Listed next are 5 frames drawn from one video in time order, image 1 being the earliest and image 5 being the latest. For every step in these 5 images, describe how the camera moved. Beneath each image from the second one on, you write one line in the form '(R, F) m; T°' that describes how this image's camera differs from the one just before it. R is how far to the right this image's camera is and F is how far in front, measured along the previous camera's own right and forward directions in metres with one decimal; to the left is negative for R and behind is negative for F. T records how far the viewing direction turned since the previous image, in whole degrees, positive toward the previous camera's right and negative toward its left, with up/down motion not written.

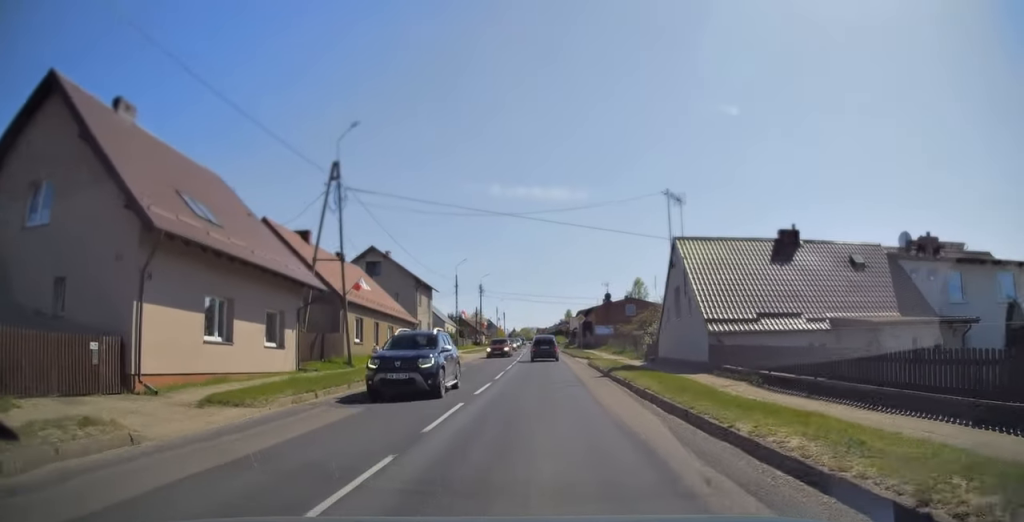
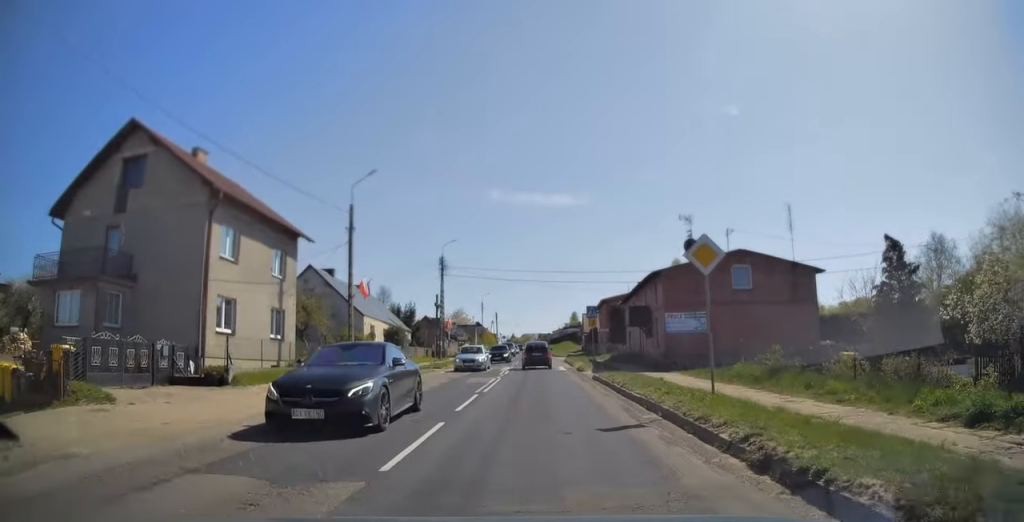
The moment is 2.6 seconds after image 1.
(-0.1, +37.9) m; 0°
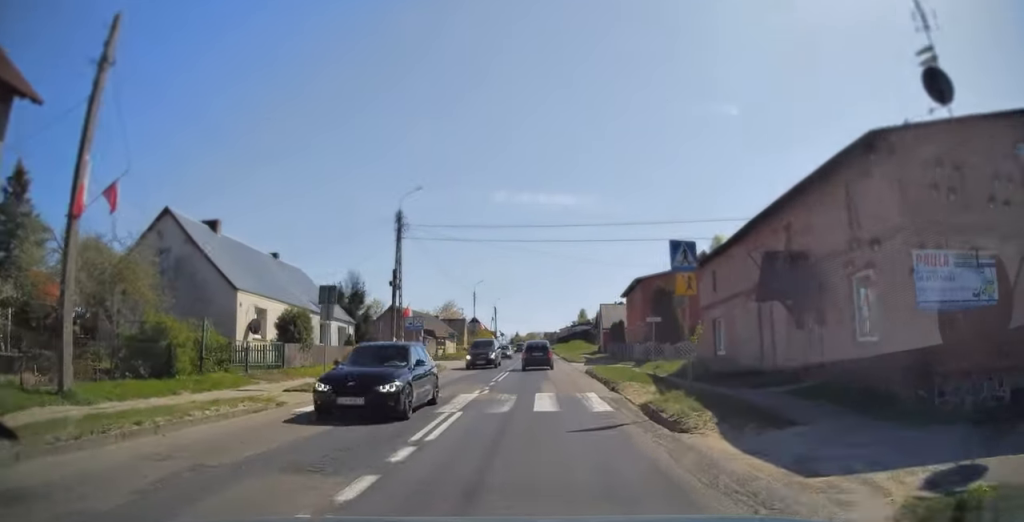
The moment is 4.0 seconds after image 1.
(-0.2, +19.9) m; -1°
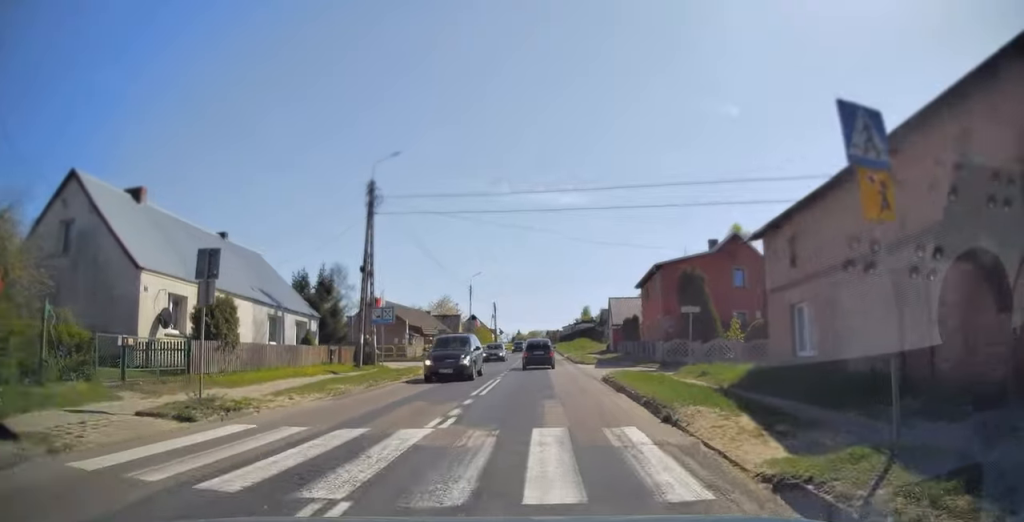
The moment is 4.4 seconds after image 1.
(0.0, +7.1) m; 0°
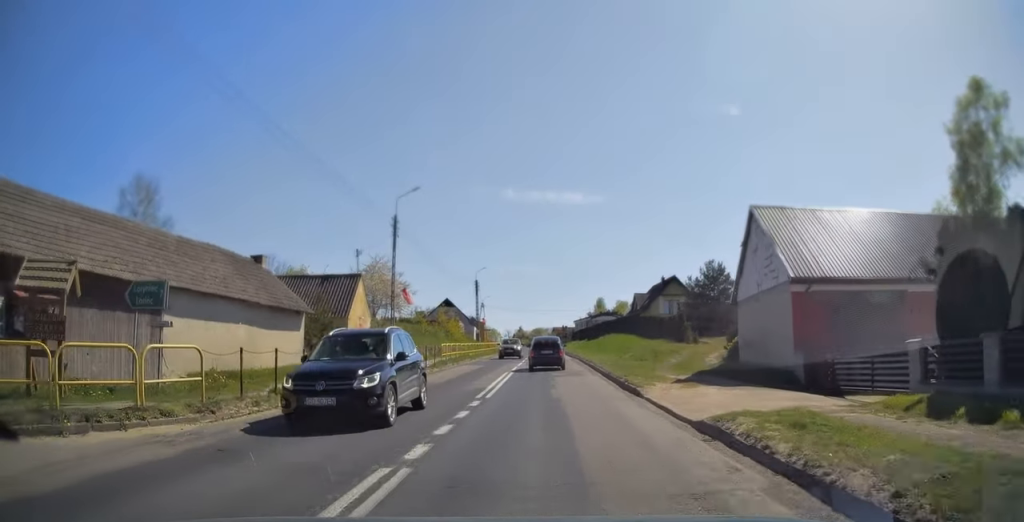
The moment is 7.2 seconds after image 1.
(-0.2, +42.0) m; 0°
